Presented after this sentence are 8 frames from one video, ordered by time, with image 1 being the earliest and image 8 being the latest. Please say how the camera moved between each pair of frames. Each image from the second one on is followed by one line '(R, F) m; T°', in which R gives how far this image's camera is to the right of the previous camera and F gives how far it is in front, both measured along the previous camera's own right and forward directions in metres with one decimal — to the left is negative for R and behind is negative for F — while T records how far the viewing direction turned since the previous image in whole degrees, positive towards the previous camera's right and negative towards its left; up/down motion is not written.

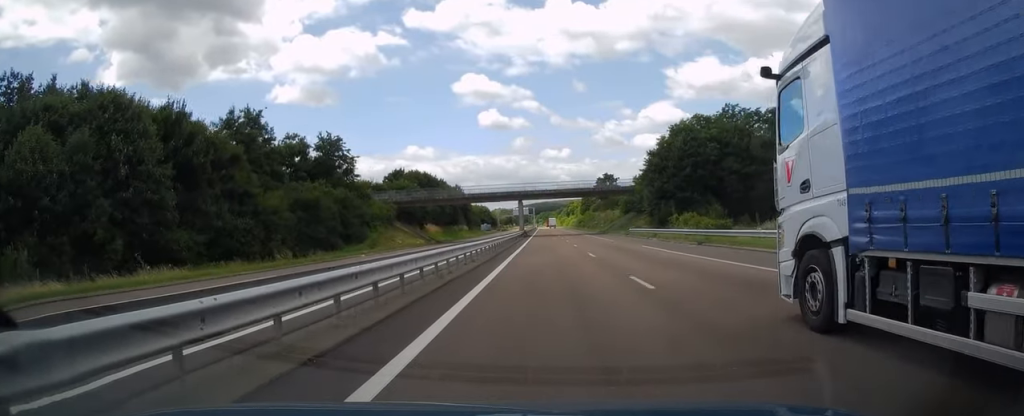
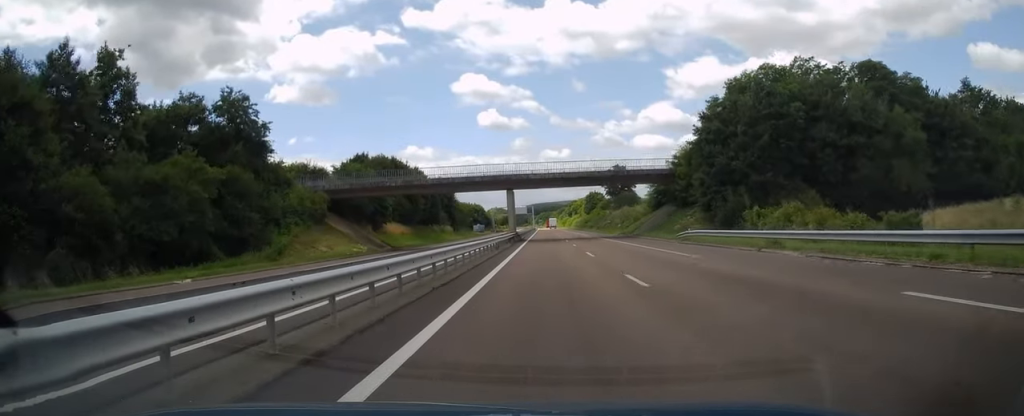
(+0.2, +26.8) m; 0°
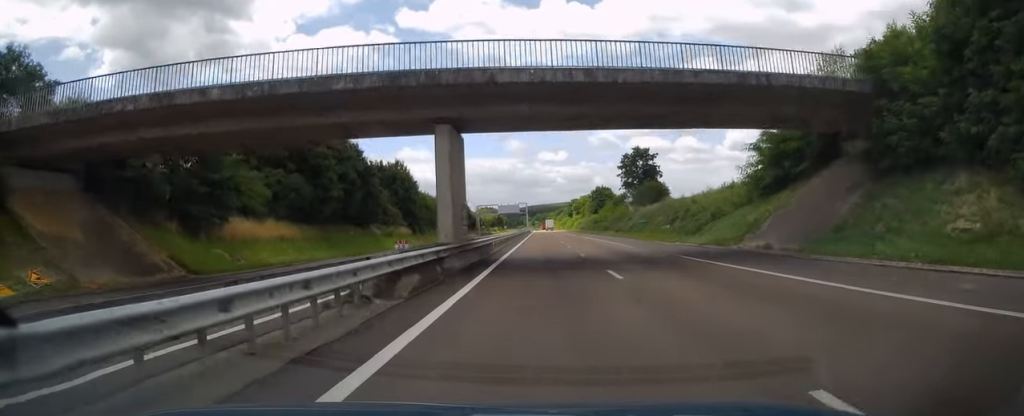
(+0.1, +39.0) m; 0°
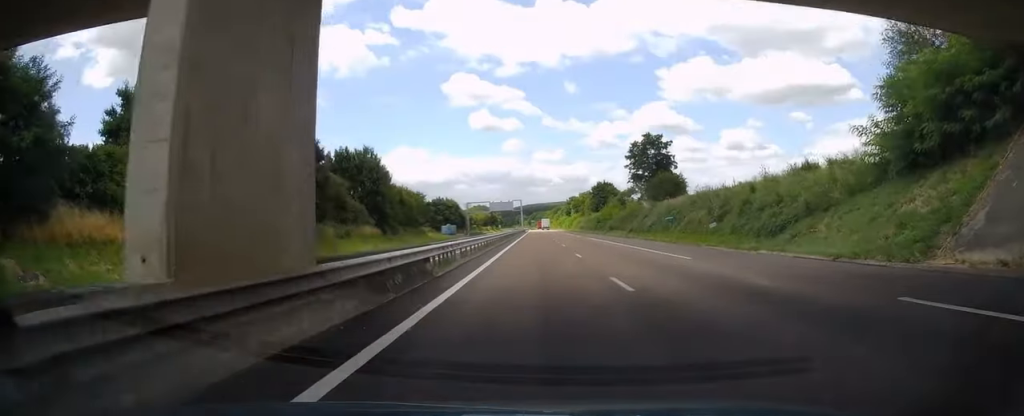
(0.0, +16.4) m; 0°
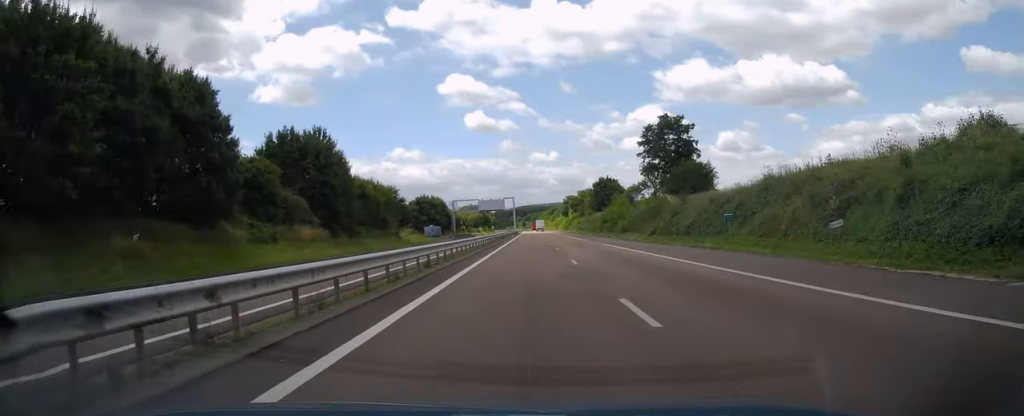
(0.0, +17.8) m; 0°
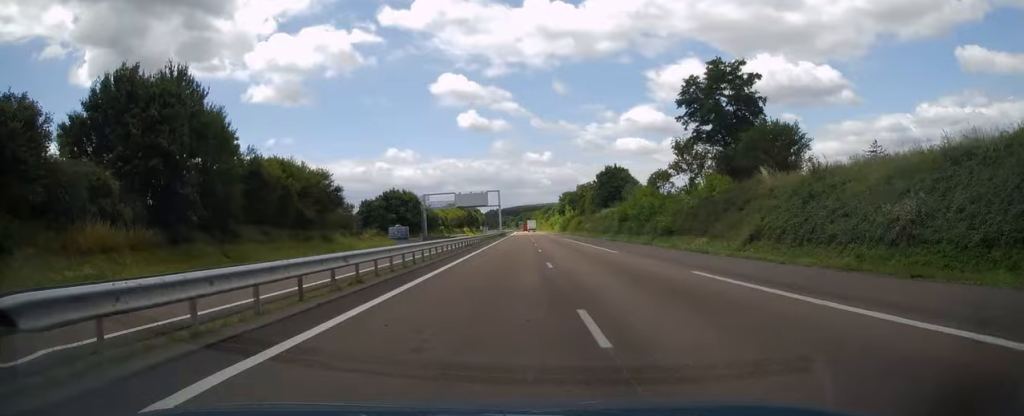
(0.0, +28.3) m; +1°
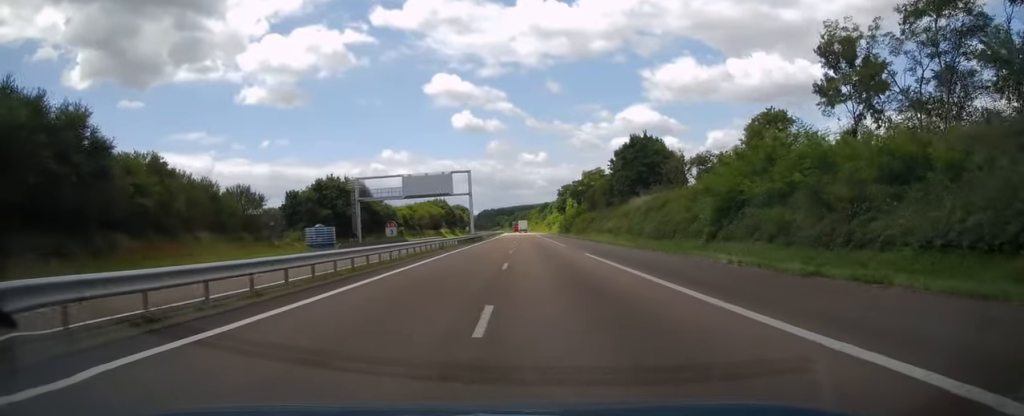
(+0.5, +39.9) m; +1°
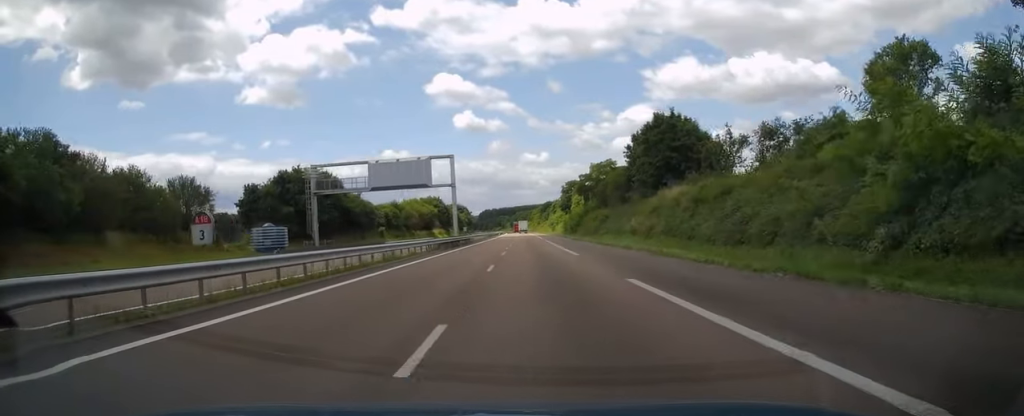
(+0.1, +15.7) m; 0°
